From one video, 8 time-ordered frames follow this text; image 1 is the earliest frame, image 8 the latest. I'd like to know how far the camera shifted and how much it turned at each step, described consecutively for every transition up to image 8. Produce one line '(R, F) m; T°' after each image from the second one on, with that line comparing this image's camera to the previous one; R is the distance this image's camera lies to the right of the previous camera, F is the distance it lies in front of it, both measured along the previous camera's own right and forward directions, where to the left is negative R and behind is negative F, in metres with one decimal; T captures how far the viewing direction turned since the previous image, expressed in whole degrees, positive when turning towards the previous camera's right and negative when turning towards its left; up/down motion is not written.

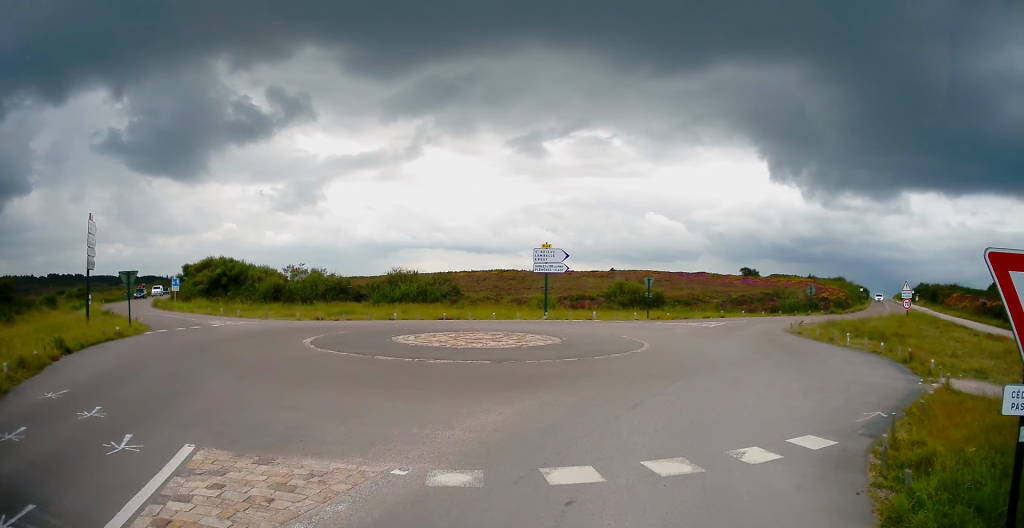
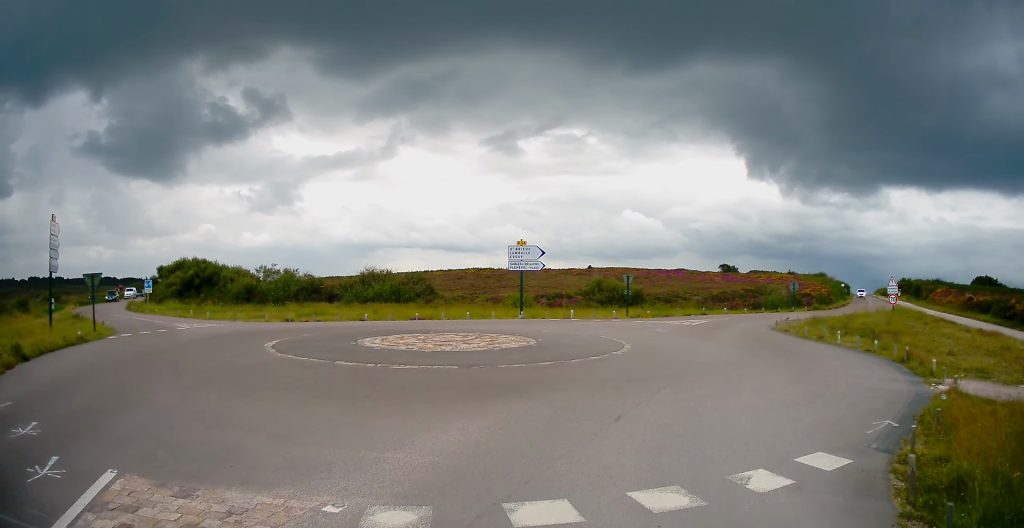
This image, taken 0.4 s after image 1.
(0.0, +1.6) m; +1°
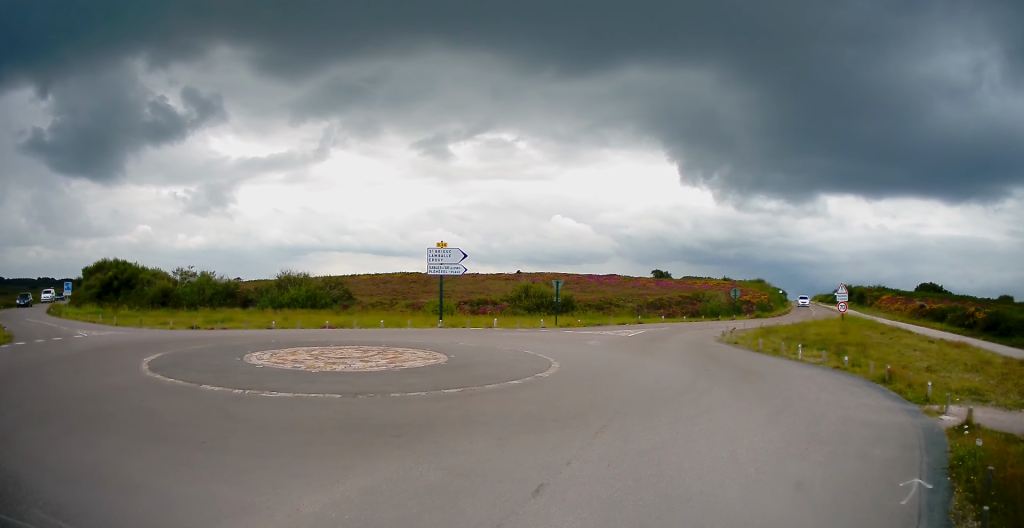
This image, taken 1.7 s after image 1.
(+0.1, +4.0) m; +5°
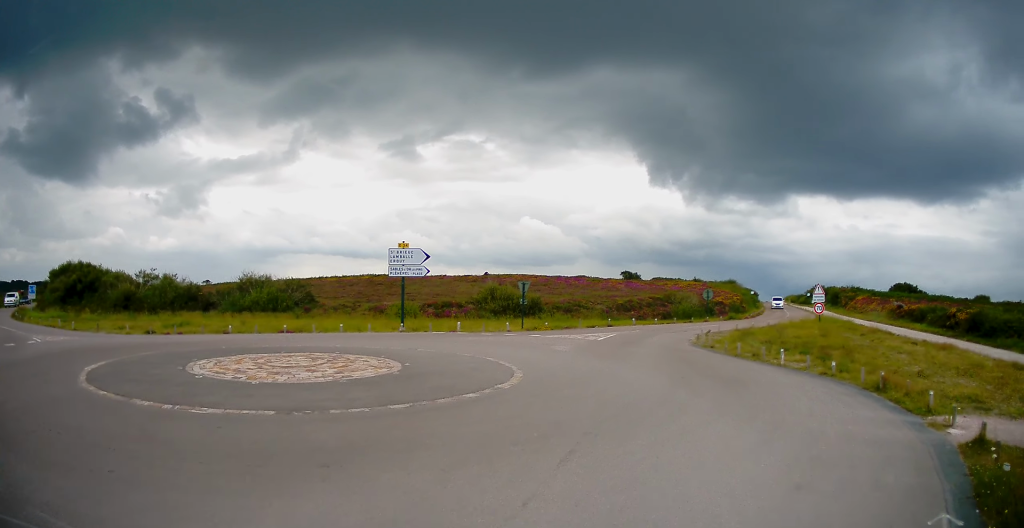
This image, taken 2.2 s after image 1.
(+0.1, +1.3) m; +5°
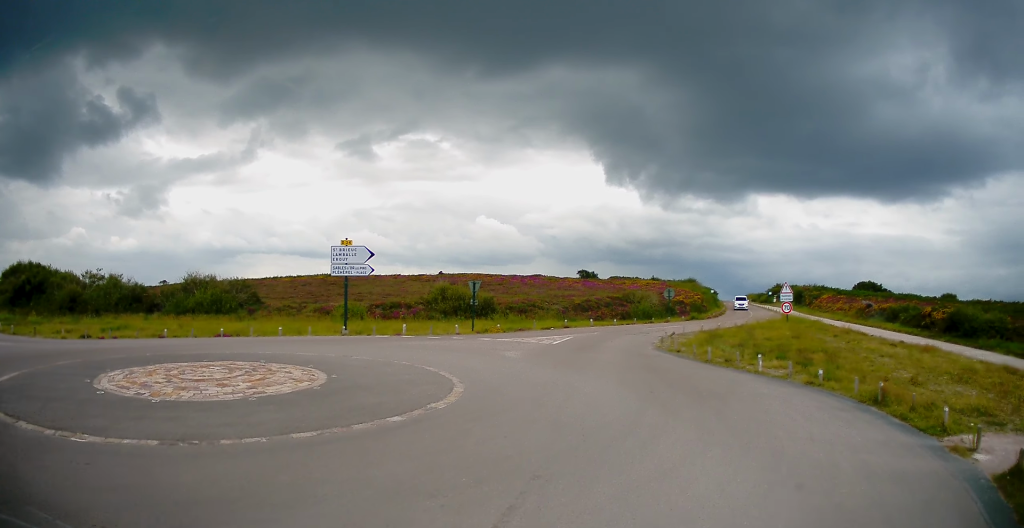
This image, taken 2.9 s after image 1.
(+0.1, +1.8) m; +5°
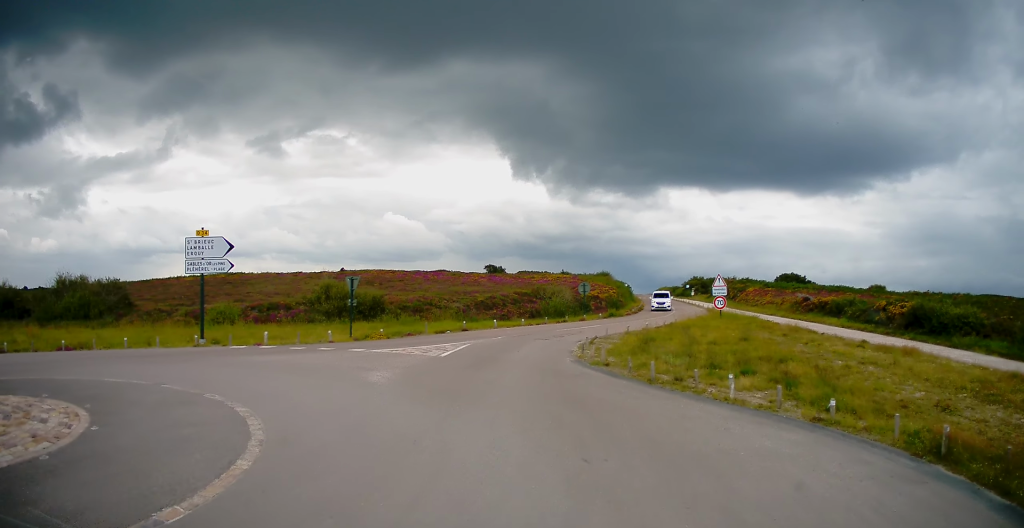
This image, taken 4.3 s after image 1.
(+0.3, +4.1) m; +12°
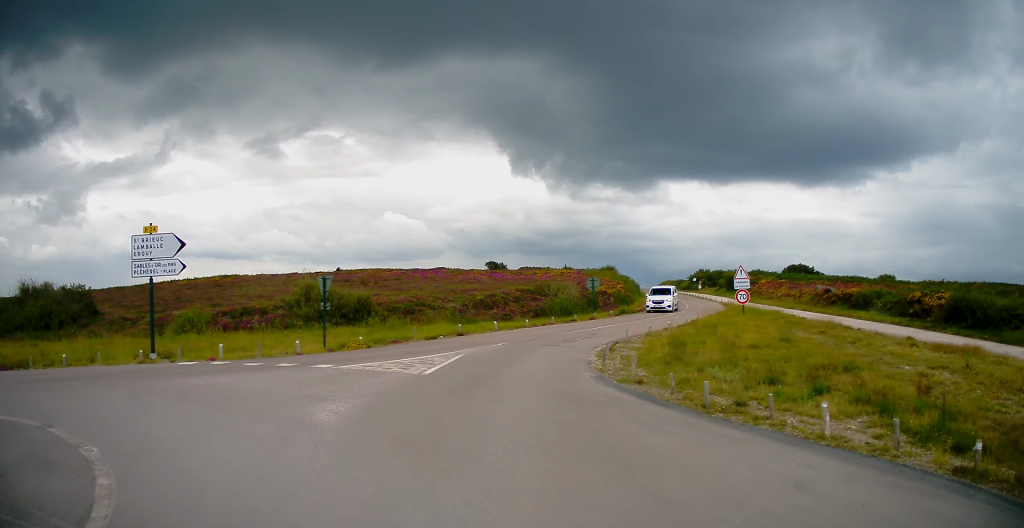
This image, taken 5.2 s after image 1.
(+0.4, +3.1) m; 0°
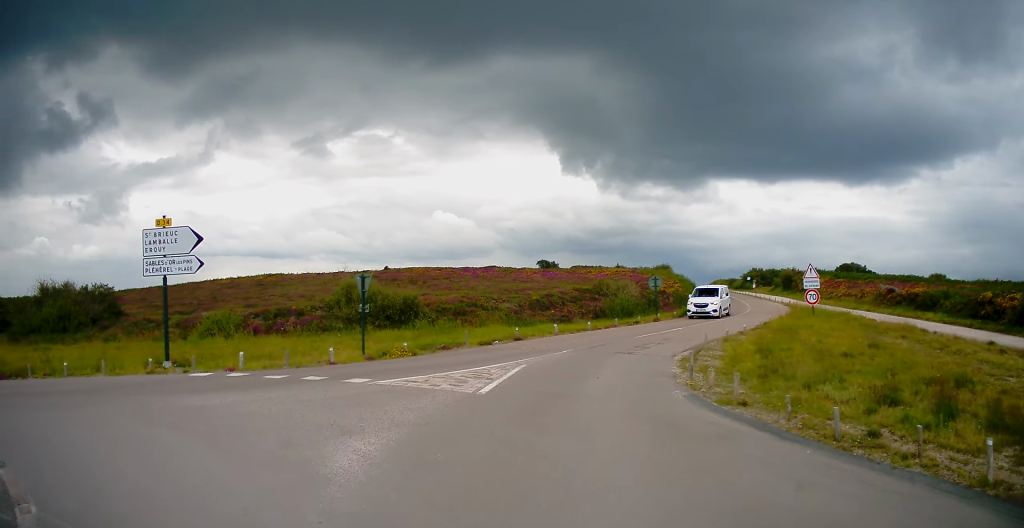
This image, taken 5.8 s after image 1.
(0.0, +2.0) m; -7°
